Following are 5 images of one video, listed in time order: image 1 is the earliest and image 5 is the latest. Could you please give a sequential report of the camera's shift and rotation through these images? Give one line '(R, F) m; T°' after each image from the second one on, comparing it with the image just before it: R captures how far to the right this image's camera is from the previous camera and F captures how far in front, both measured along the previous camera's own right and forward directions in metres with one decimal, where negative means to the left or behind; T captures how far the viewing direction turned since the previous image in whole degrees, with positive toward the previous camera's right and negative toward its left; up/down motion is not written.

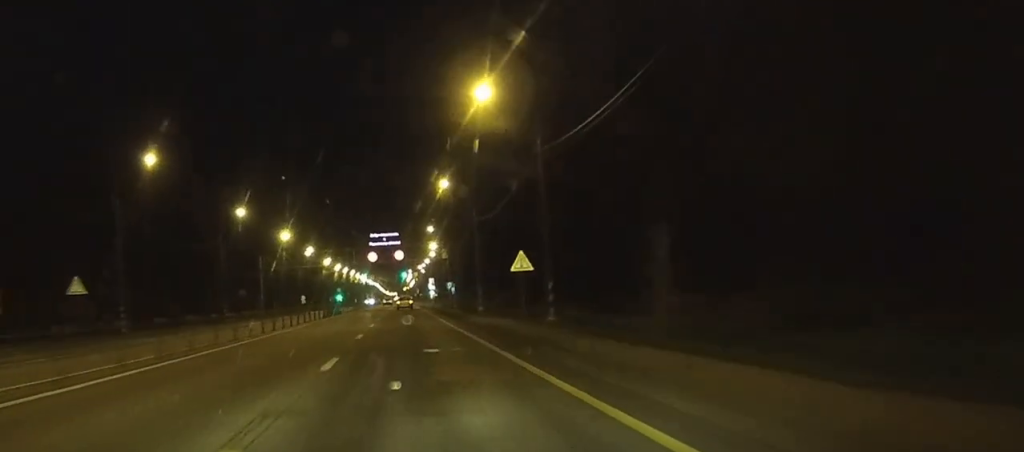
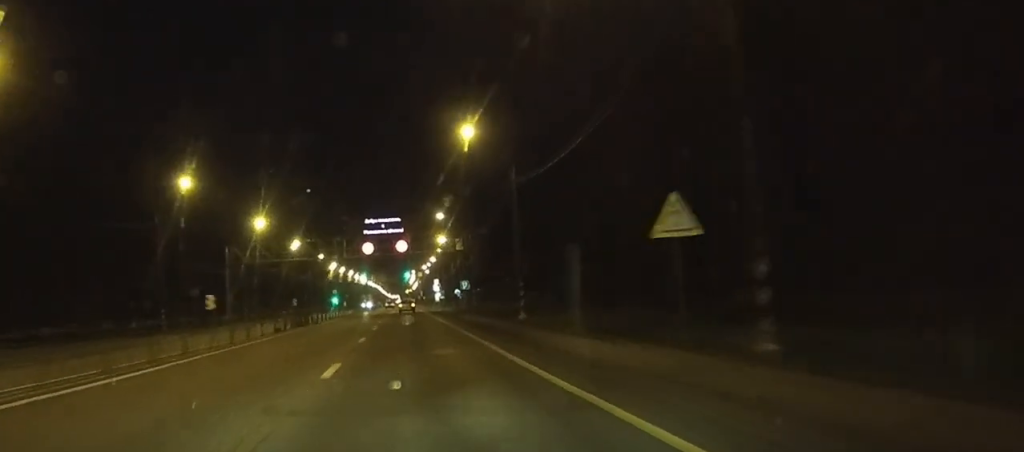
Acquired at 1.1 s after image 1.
(+0.1, +20.9) m; 0°
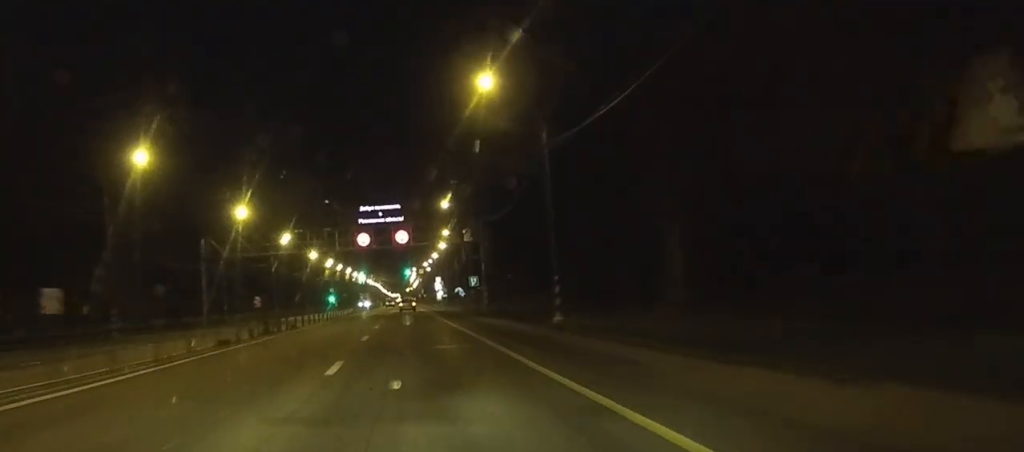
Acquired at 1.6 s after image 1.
(0.0, +10.4) m; 0°
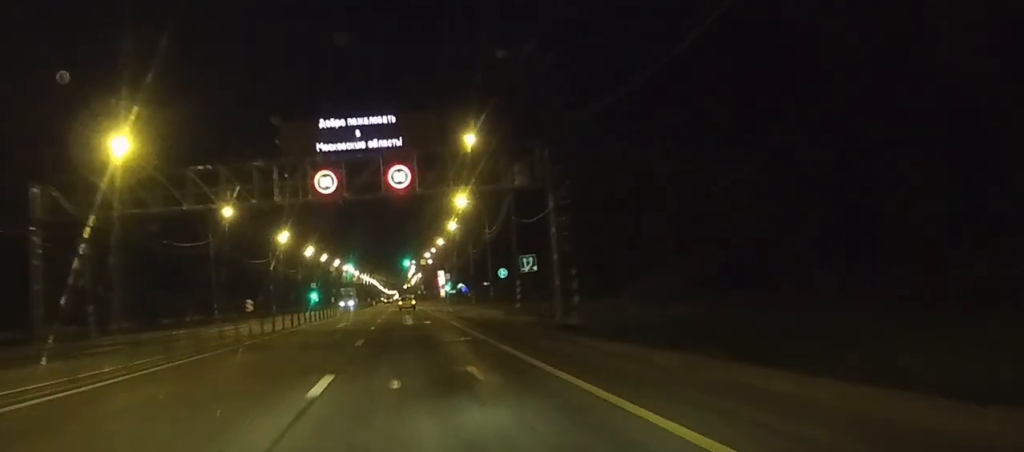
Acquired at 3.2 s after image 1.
(0.0, +36.9) m; 0°
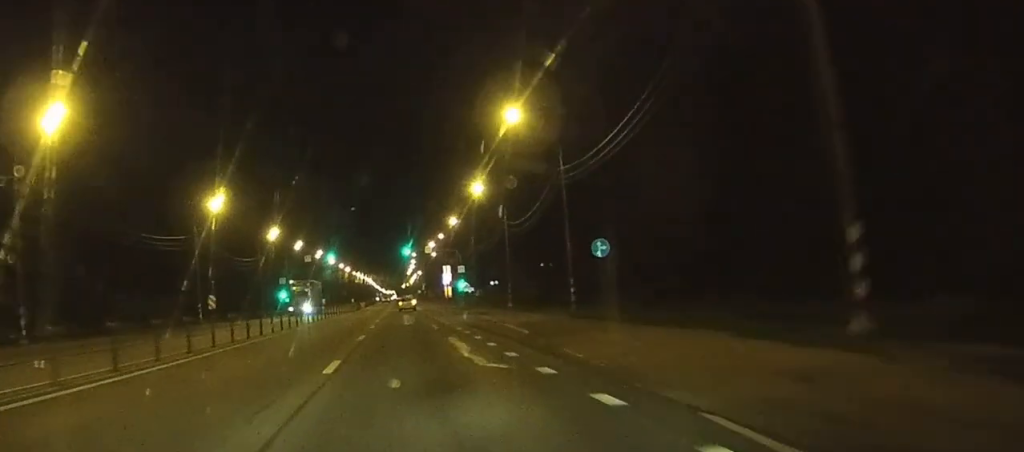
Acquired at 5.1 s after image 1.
(+0.1, +43.3) m; 0°
